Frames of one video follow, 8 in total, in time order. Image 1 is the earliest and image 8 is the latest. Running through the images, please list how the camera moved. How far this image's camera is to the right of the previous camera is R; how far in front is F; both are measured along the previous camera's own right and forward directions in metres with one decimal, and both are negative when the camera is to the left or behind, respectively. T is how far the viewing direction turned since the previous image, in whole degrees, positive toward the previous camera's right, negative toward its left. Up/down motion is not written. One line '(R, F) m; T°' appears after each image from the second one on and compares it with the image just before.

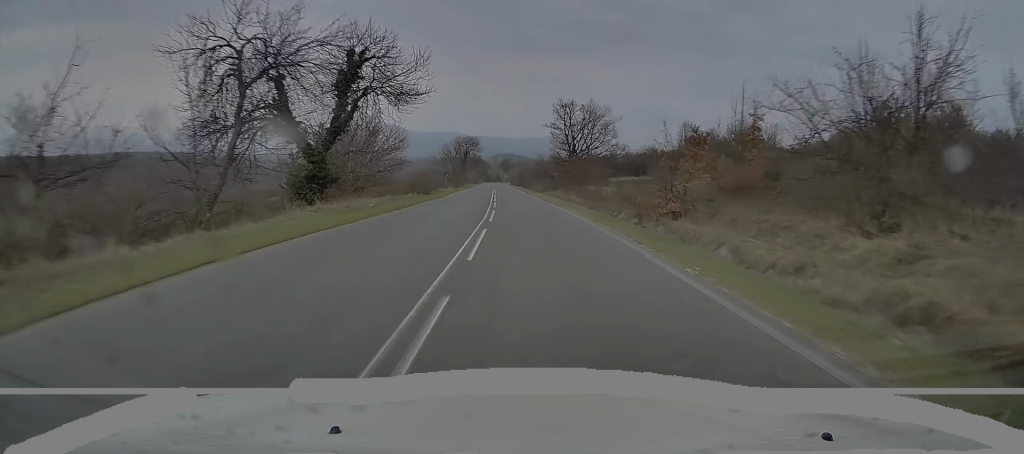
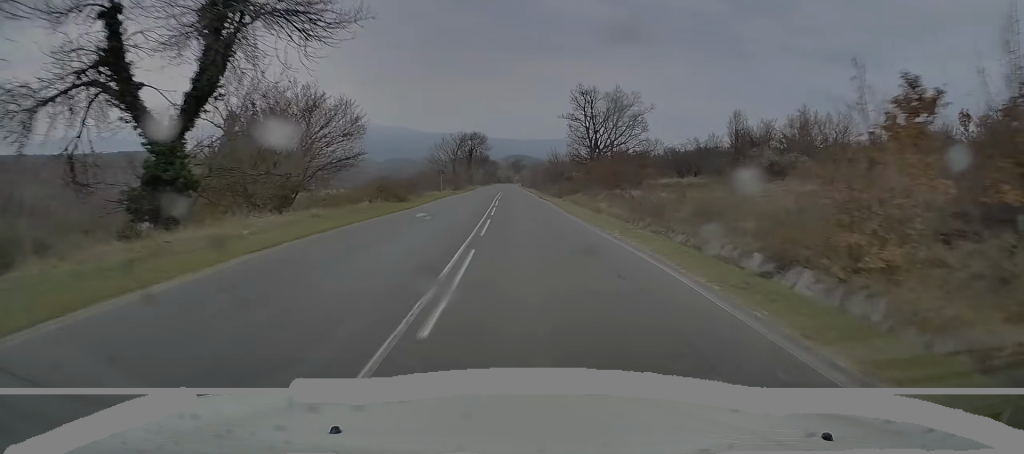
(-0.2, +13.6) m; -1°
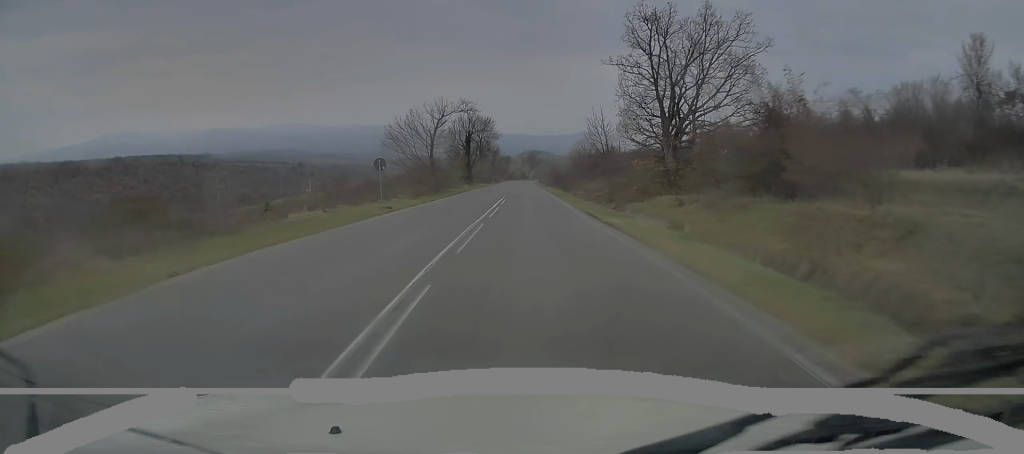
(-0.6, +30.0) m; -2°
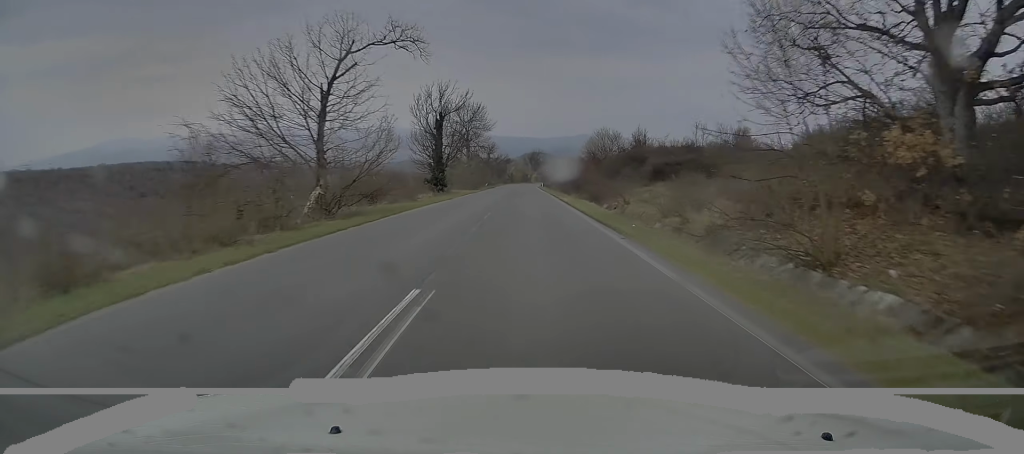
(-0.1, +27.1) m; 0°
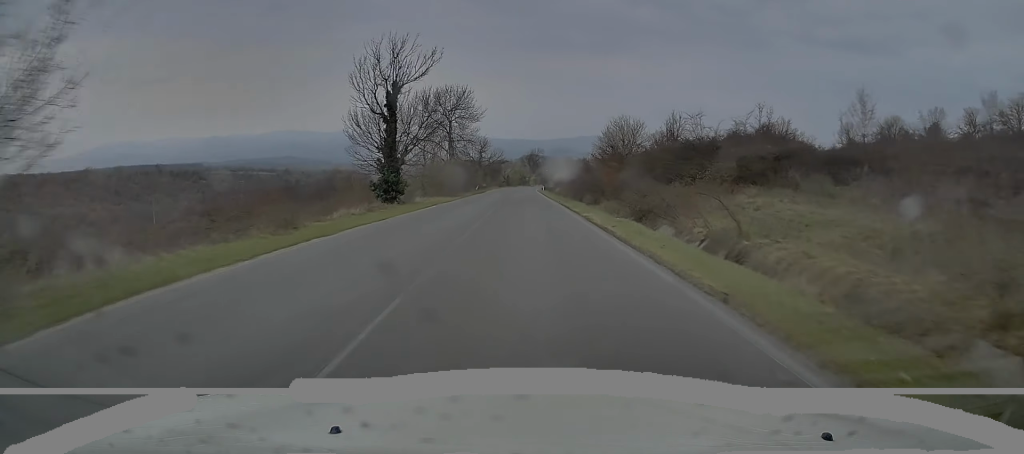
(0.0, +17.2) m; 0°
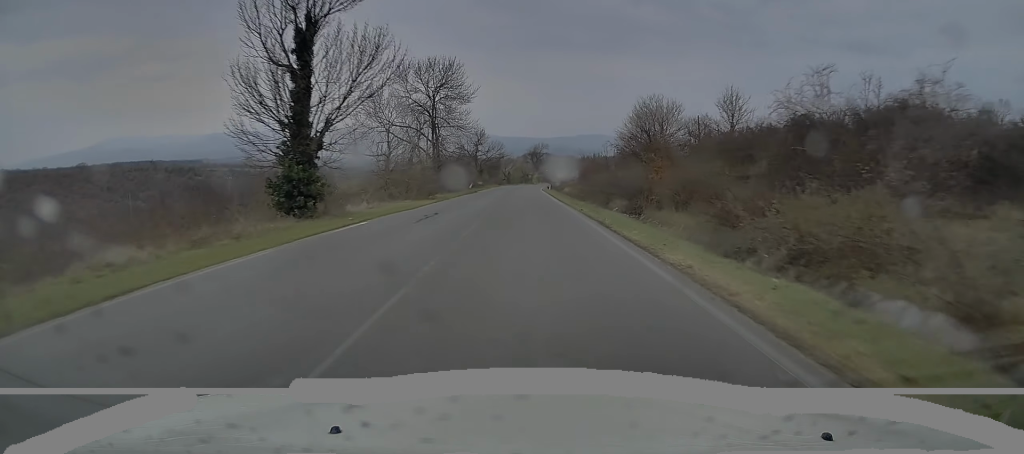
(0.0, +14.6) m; 0°
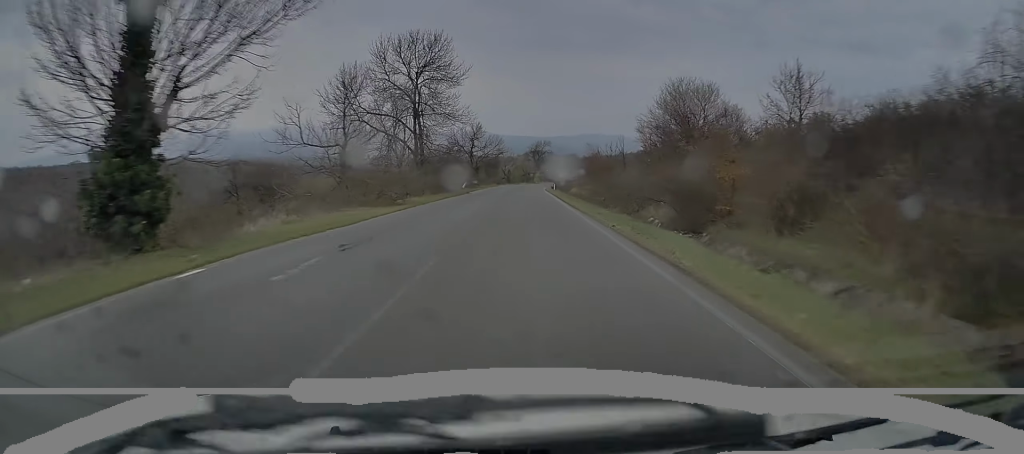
(0.0, +9.4) m; 0°
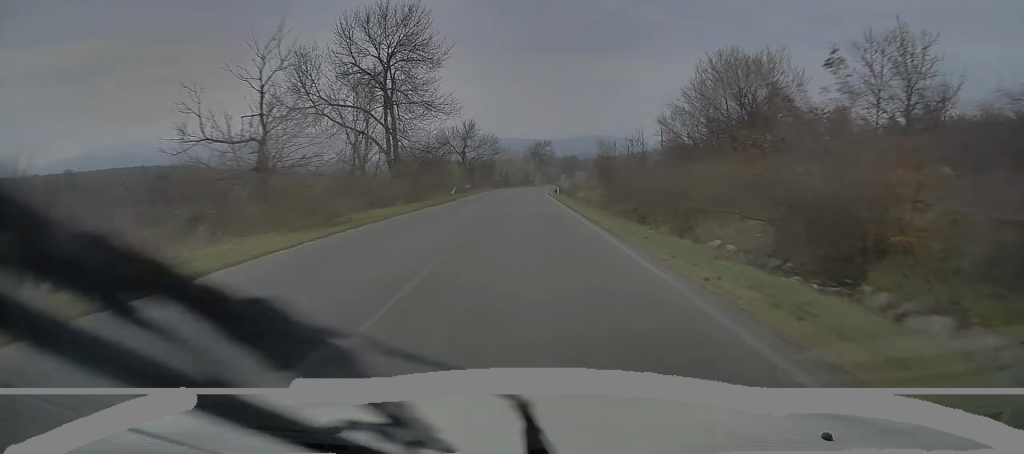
(0.0, +9.0) m; 0°
